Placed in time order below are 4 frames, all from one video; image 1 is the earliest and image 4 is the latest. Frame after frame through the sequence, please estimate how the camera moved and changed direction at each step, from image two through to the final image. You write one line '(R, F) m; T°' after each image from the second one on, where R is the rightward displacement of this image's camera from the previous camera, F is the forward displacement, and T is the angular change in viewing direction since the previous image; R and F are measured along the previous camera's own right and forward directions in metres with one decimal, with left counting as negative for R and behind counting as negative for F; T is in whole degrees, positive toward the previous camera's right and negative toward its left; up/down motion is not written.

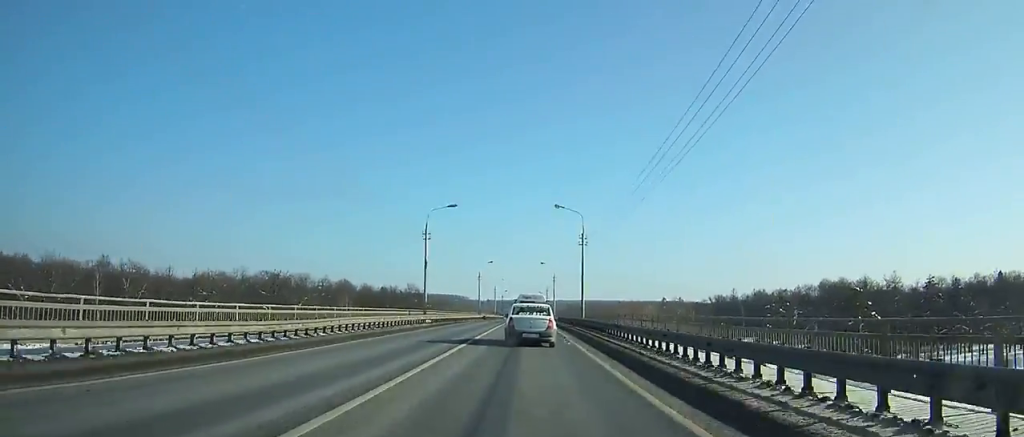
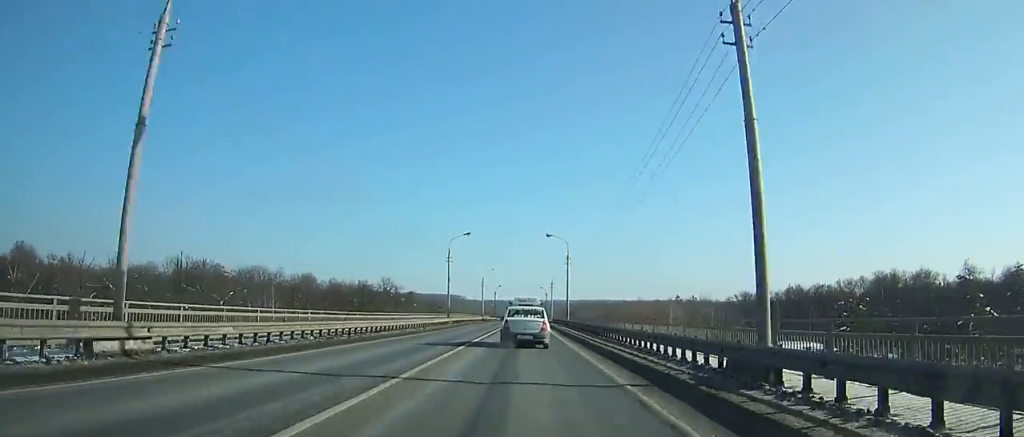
(-0.1, +37.8) m; 0°
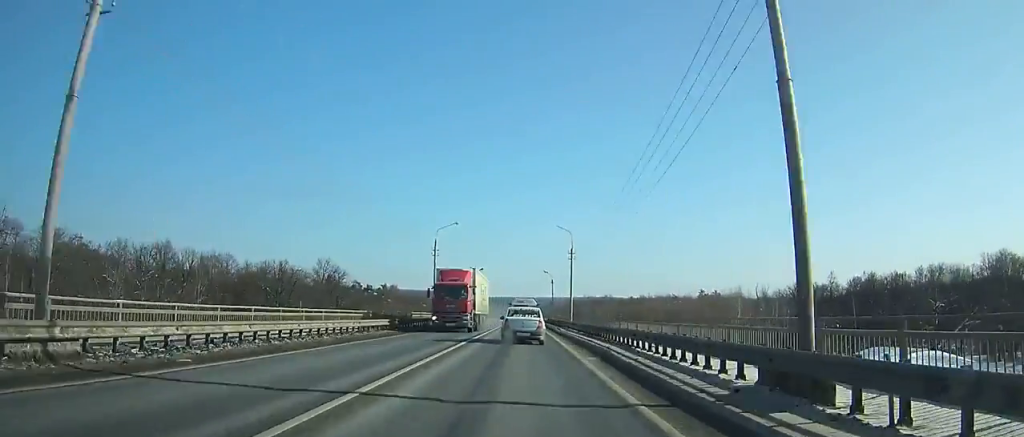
(-0.1, +55.1) m; 0°
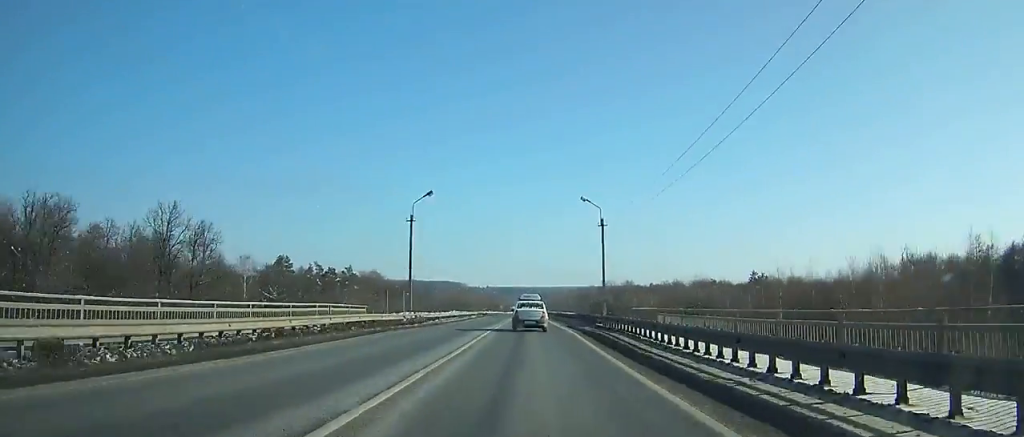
(-0.3, +61.8) m; 0°
